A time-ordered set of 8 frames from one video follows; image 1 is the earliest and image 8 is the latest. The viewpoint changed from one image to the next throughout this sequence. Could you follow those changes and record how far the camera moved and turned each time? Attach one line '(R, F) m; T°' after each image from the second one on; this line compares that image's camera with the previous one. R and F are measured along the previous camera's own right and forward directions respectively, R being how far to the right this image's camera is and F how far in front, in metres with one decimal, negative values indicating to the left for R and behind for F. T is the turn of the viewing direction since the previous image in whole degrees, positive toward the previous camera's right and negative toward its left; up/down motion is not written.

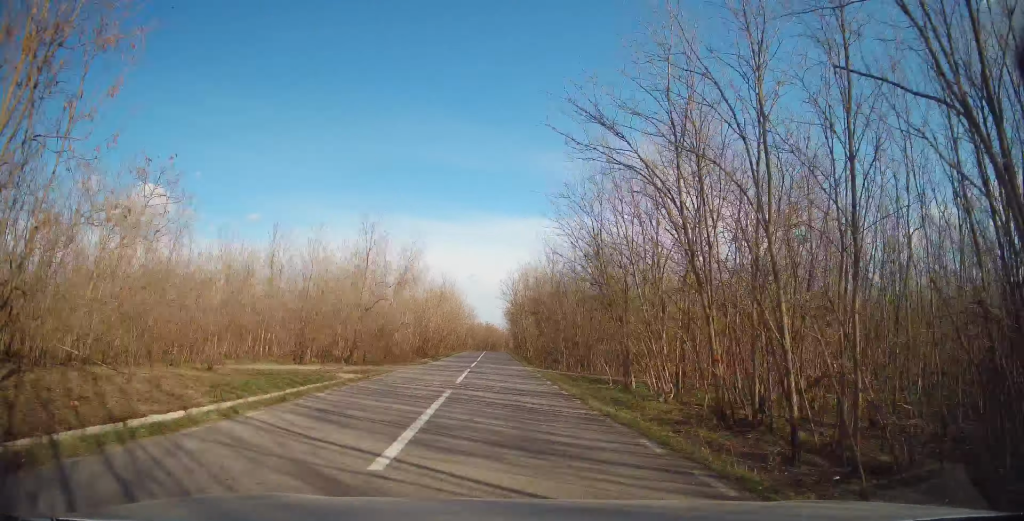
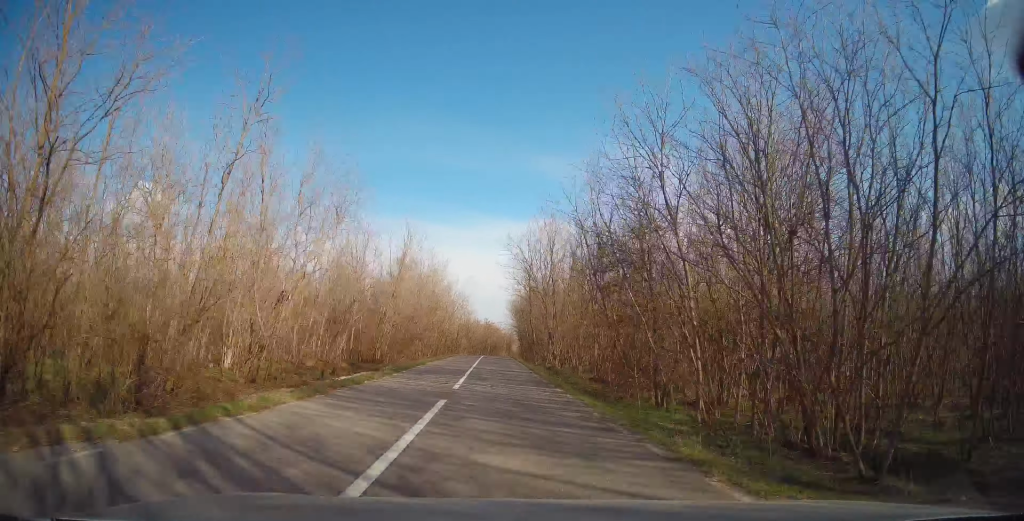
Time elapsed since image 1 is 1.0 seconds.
(+0.1, +26.6) m; 0°
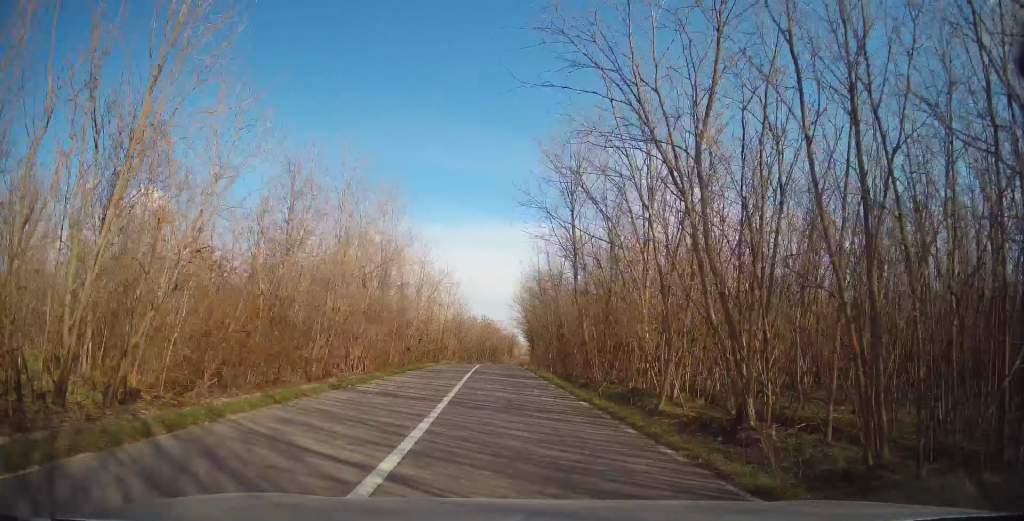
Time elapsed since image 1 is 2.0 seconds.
(-0.1, +25.5) m; 0°
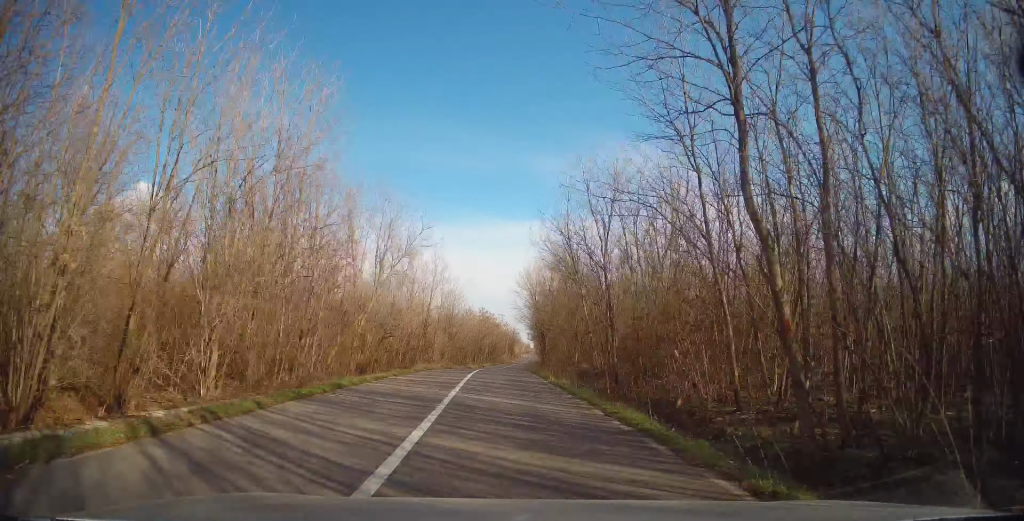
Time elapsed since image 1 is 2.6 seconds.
(-0.1, +15.9) m; +1°
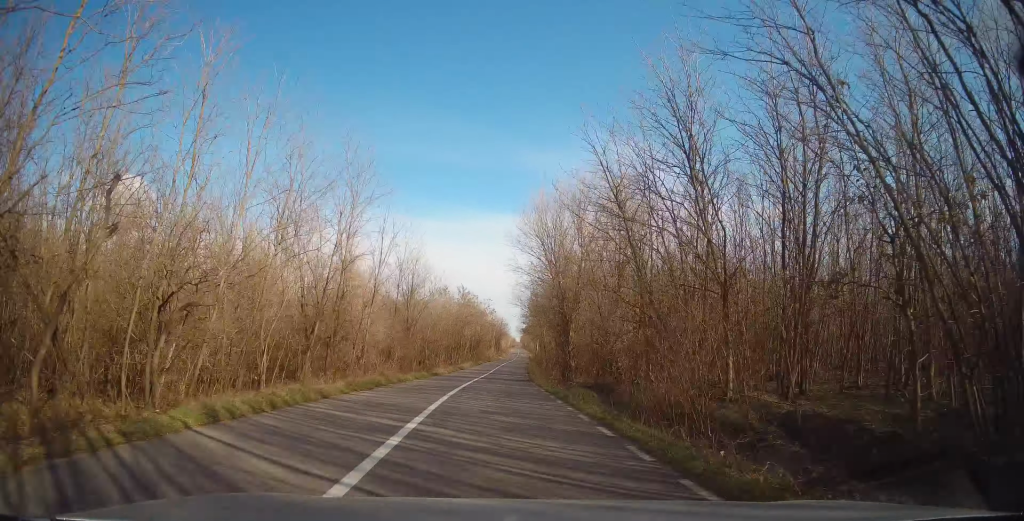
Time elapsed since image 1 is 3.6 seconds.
(+0.4, +24.5) m; +1°
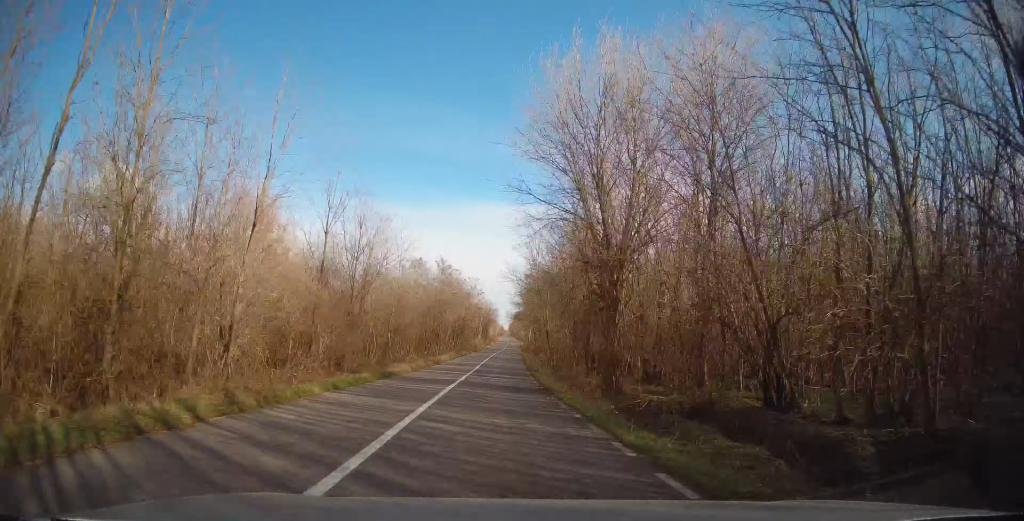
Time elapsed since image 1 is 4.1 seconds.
(+0.1, +13.3) m; +1°
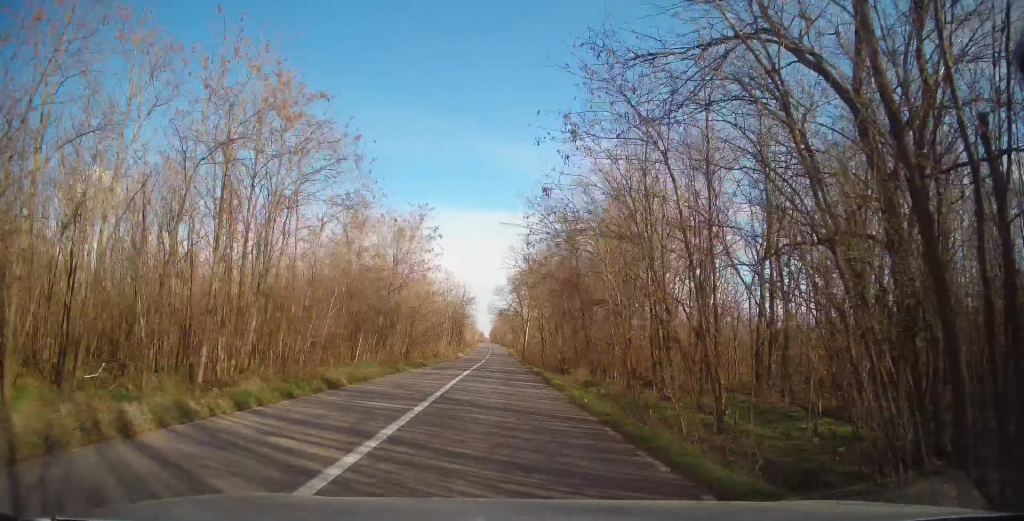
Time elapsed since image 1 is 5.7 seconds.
(+1.0, +41.7) m; +3°
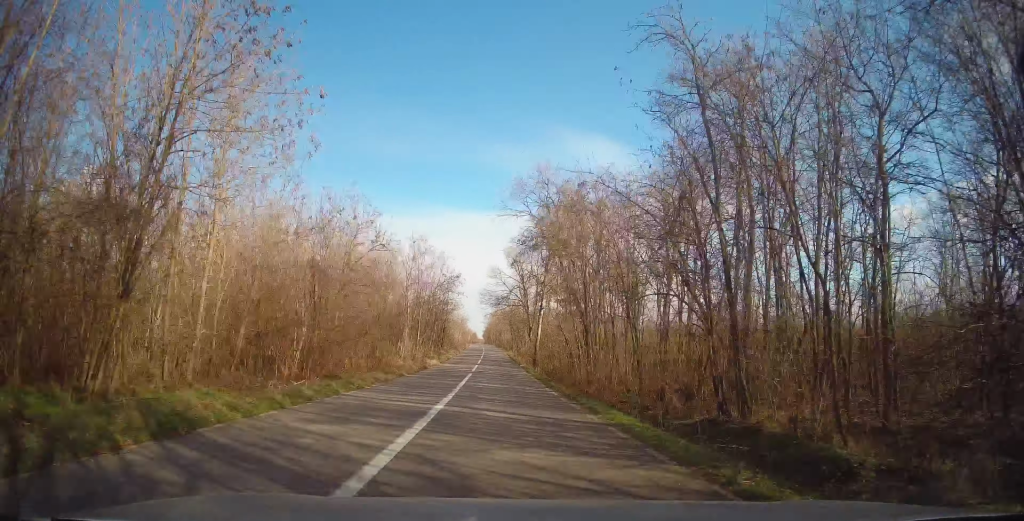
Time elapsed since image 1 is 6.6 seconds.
(+0.1, +25.2) m; 0°
